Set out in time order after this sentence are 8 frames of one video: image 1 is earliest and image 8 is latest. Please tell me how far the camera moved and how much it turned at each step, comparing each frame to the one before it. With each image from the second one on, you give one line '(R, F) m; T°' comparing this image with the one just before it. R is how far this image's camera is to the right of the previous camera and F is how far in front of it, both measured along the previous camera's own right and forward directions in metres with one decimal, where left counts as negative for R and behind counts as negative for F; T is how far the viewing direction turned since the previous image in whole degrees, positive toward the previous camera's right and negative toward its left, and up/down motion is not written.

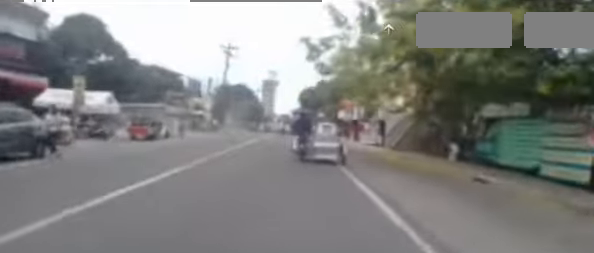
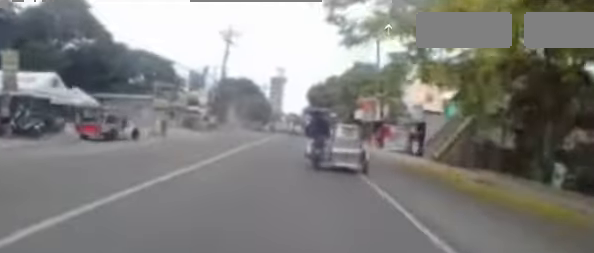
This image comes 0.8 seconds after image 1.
(-0.1, +5.6) m; 0°
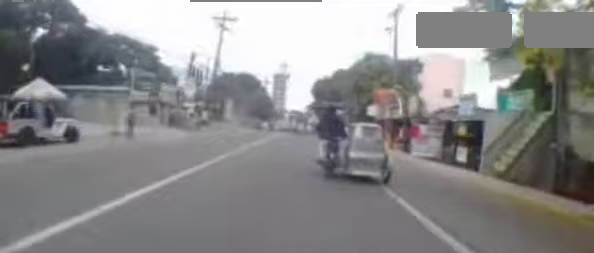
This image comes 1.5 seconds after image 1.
(+0.1, +5.1) m; 0°
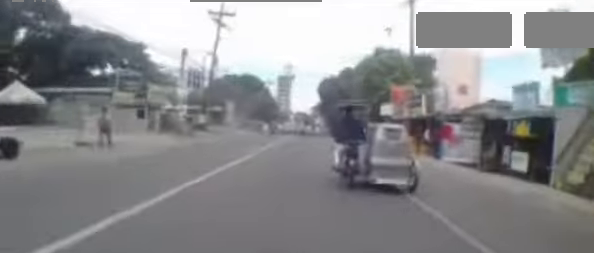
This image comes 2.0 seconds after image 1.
(0.0, +3.3) m; -2°
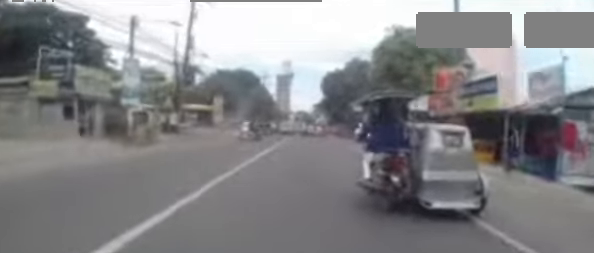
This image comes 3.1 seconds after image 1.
(-0.4, +8.3) m; -1°
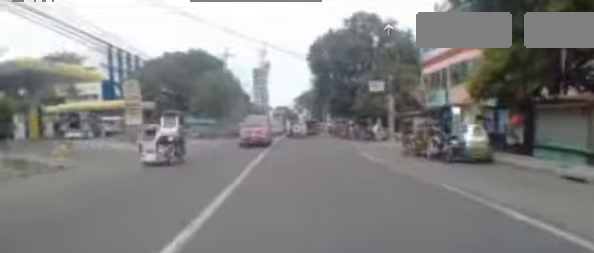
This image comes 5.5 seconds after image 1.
(+1.3, +18.4) m; +3°
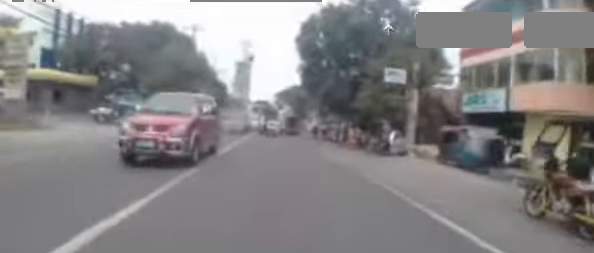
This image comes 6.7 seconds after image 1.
(-0.3, +8.4) m; -1°
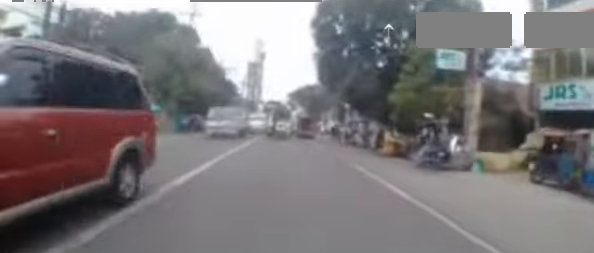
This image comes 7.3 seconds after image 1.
(+0.1, +4.9) m; +1°
